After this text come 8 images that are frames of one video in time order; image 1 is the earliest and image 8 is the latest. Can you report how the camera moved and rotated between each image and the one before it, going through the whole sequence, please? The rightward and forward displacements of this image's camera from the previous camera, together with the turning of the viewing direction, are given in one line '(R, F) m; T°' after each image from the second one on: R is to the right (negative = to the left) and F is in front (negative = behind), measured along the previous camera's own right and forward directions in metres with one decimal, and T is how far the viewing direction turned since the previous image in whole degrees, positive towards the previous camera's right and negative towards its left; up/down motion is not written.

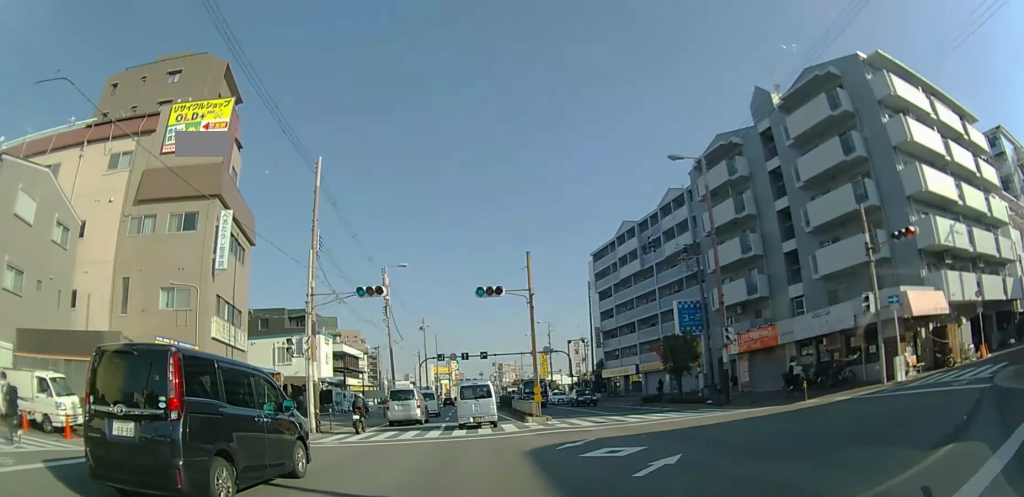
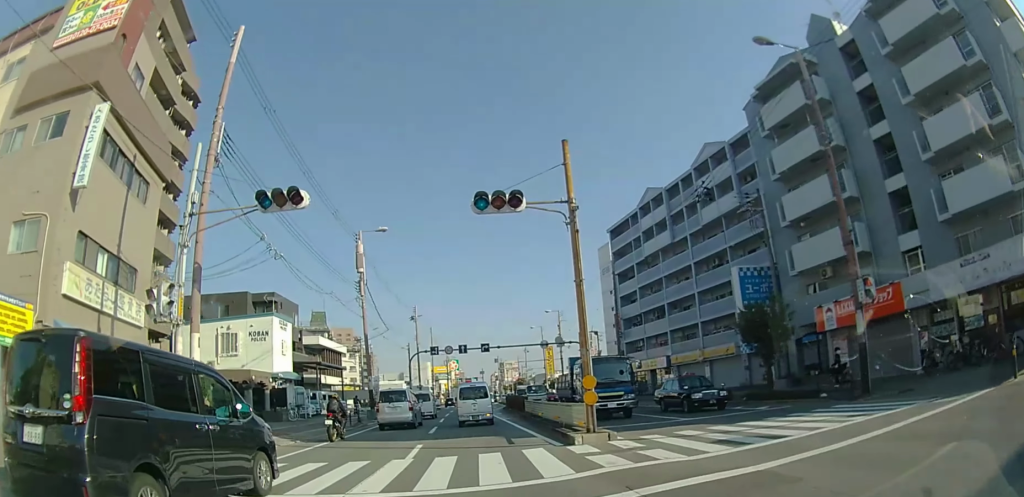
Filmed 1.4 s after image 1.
(0.0, +11.1) m; 0°
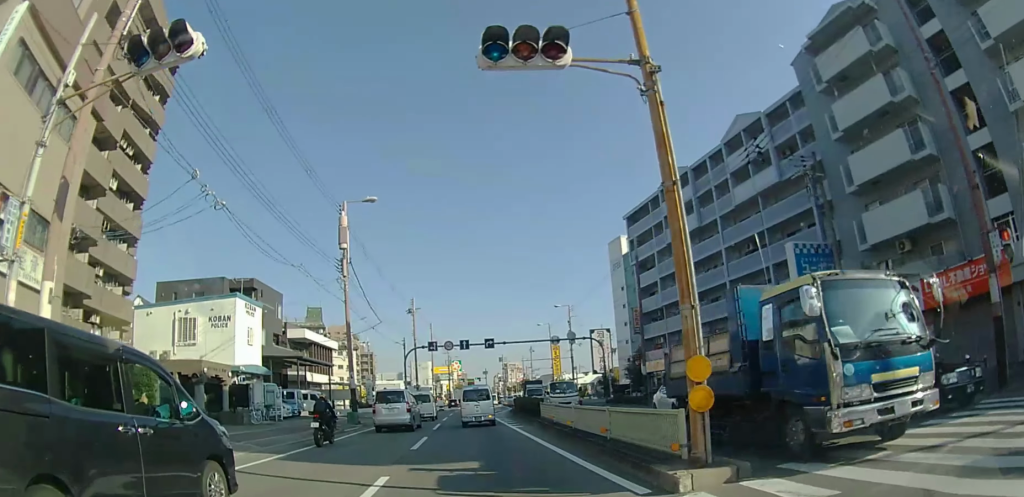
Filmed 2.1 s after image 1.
(0.0, +6.0) m; 0°
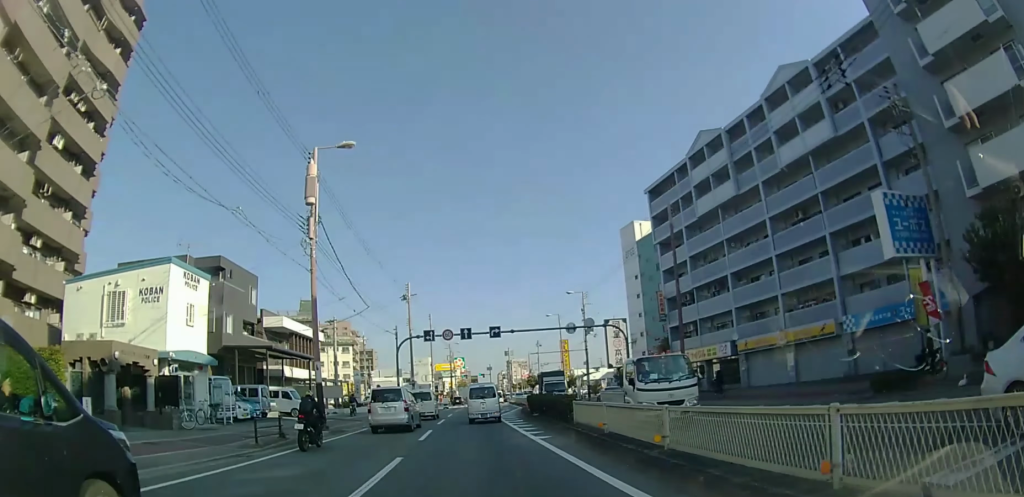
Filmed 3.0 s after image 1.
(0.0, +7.0) m; -1°
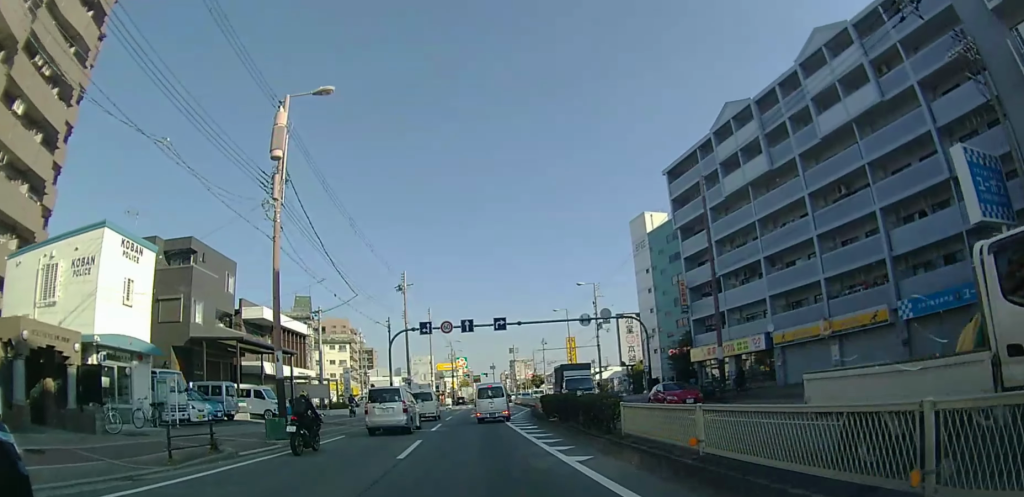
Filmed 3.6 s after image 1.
(0.0, +5.2) m; 0°
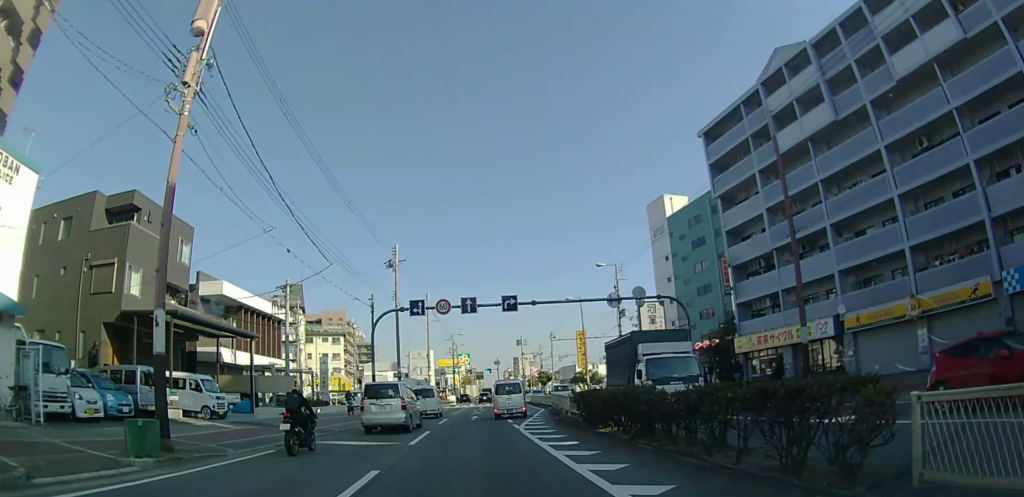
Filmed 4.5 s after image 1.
(0.0, +7.8) m; 0°
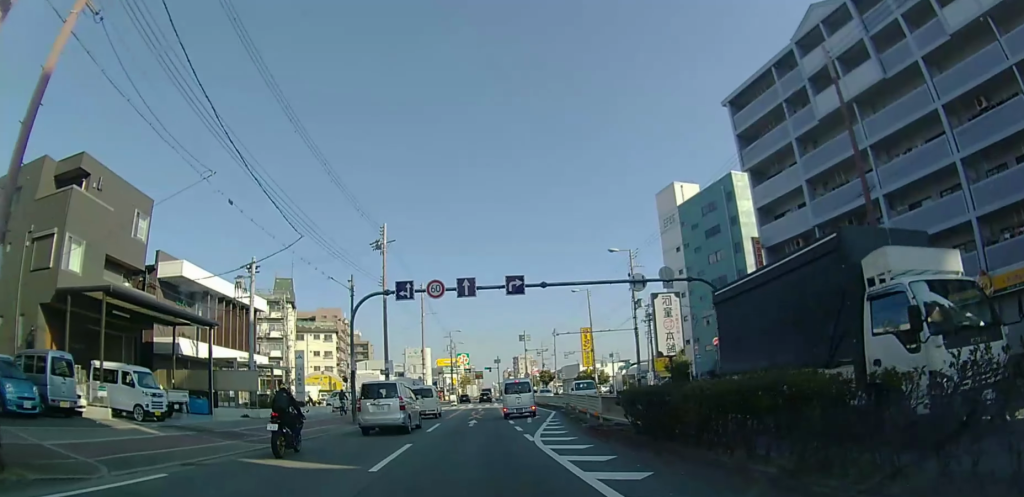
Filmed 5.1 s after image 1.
(0.0, +5.5) m; 0°
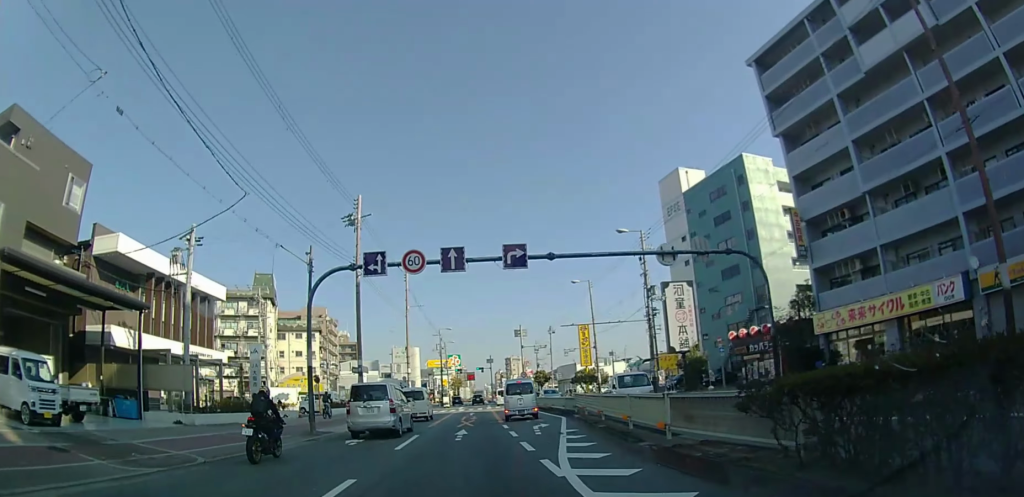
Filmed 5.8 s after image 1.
(0.0, +6.2) m; +1°
